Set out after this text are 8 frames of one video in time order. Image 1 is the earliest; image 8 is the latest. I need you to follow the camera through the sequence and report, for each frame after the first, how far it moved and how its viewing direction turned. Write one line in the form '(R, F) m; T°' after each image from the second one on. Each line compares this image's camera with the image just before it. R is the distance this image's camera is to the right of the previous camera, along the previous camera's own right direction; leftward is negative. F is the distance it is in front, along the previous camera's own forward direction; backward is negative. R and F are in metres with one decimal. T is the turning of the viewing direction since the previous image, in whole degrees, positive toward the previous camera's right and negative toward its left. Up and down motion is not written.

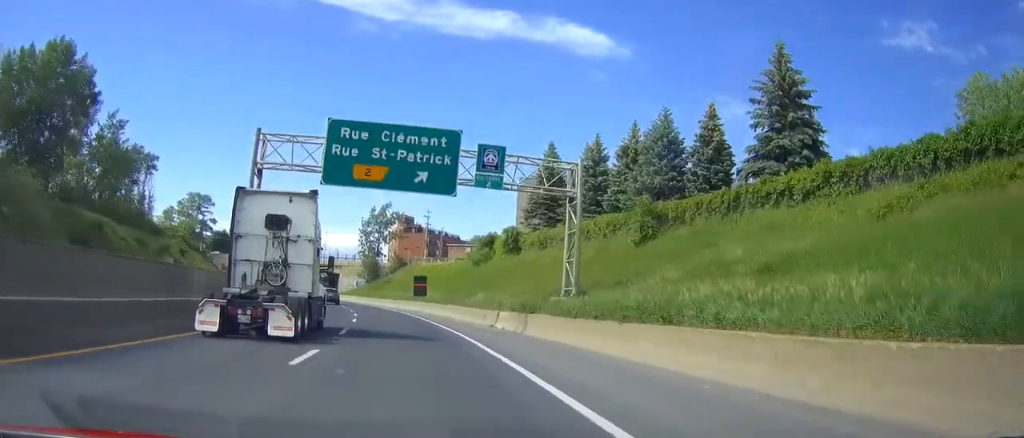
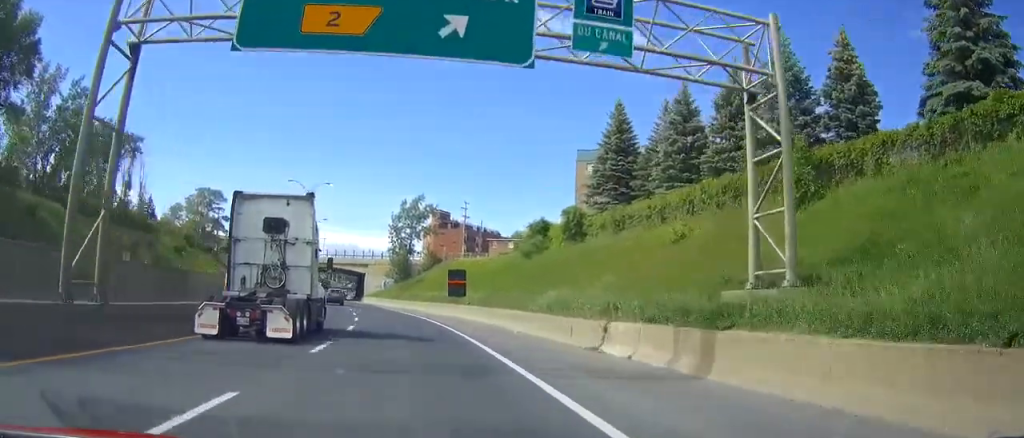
(-0.5, +15.6) m; -4°
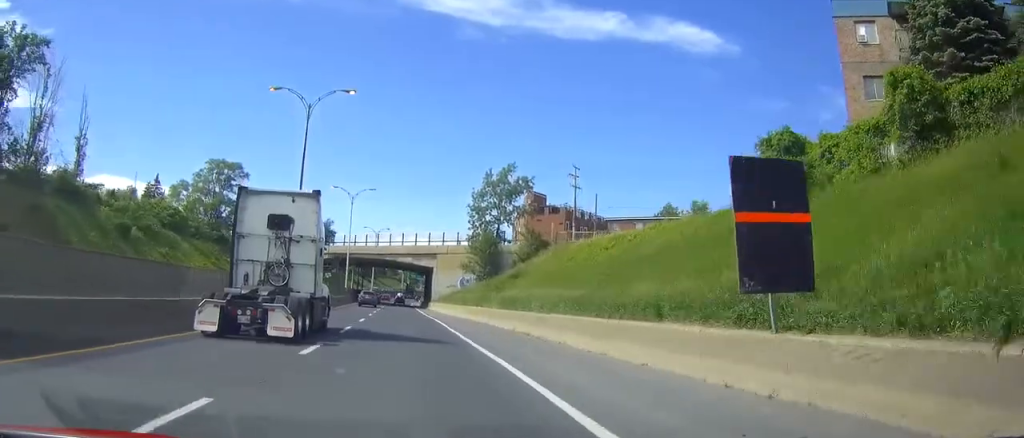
(-2.6, +36.8) m; -8°
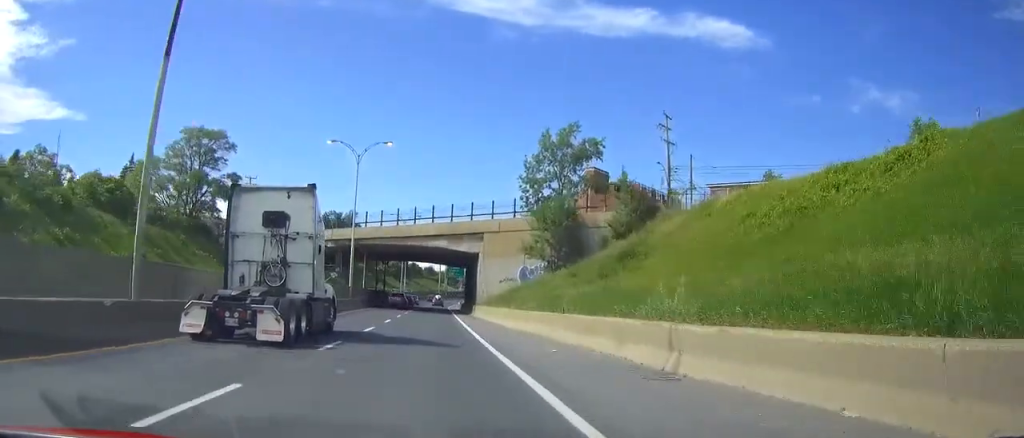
(-1.0, +24.9) m; -4°
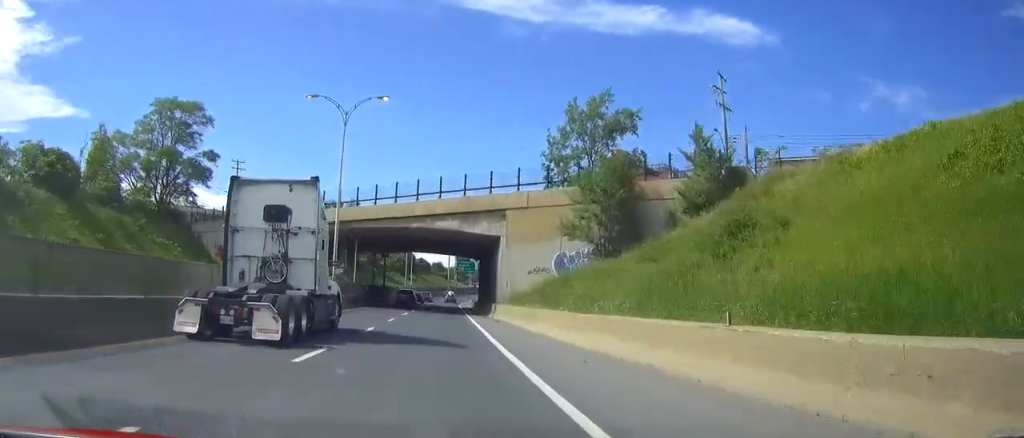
(-0.2, +12.2) m; -2°
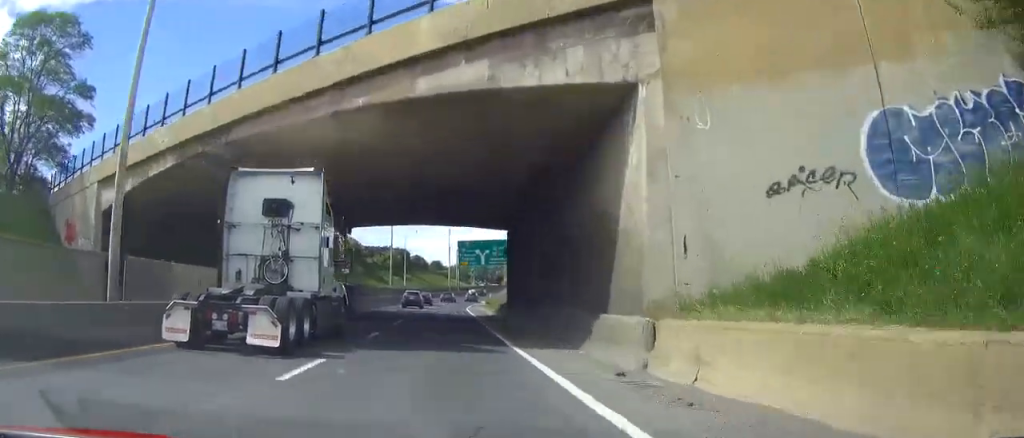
(-0.7, +29.5) m; -1°
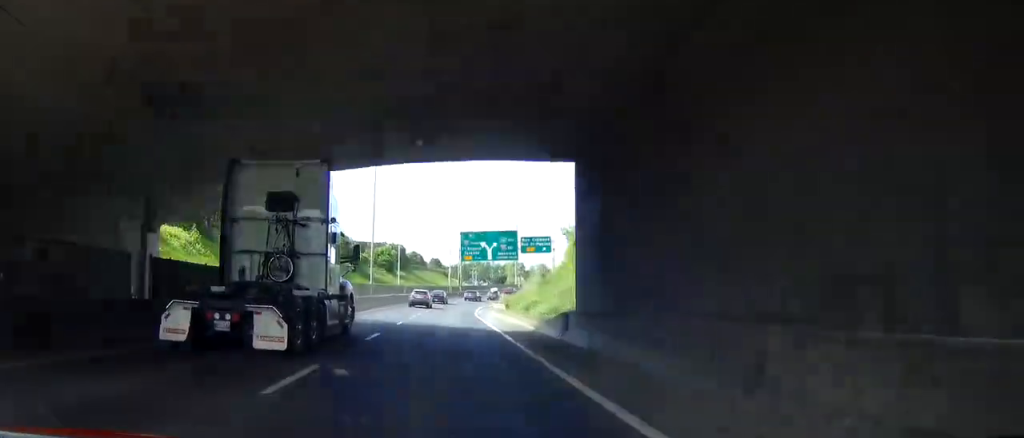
(+0.1, +20.1) m; +2°
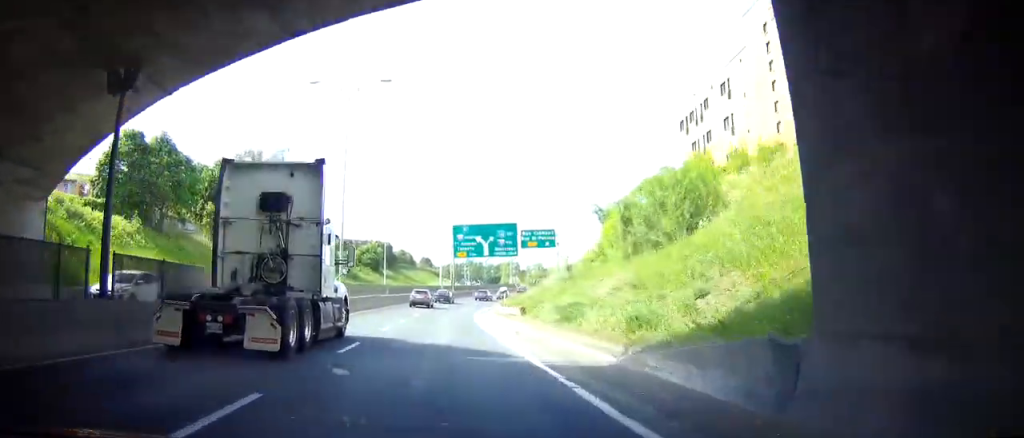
(-0.1, +12.9) m; +7°
